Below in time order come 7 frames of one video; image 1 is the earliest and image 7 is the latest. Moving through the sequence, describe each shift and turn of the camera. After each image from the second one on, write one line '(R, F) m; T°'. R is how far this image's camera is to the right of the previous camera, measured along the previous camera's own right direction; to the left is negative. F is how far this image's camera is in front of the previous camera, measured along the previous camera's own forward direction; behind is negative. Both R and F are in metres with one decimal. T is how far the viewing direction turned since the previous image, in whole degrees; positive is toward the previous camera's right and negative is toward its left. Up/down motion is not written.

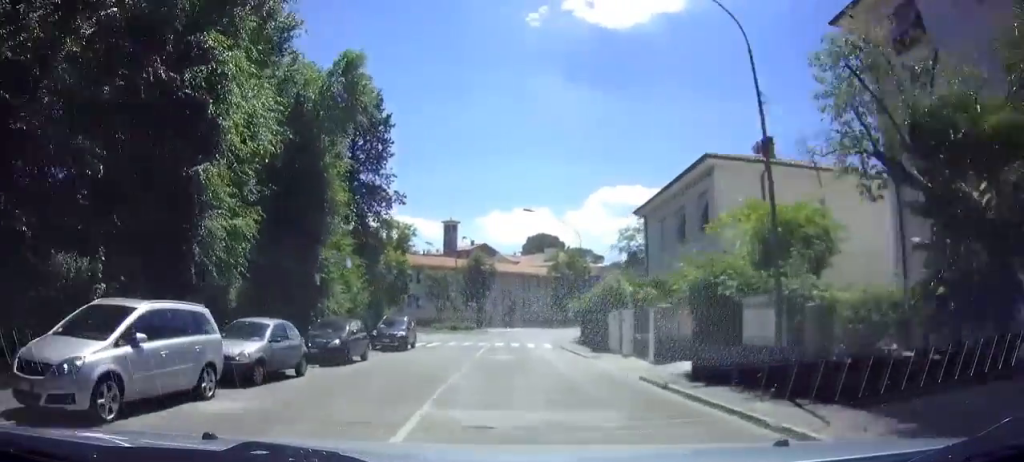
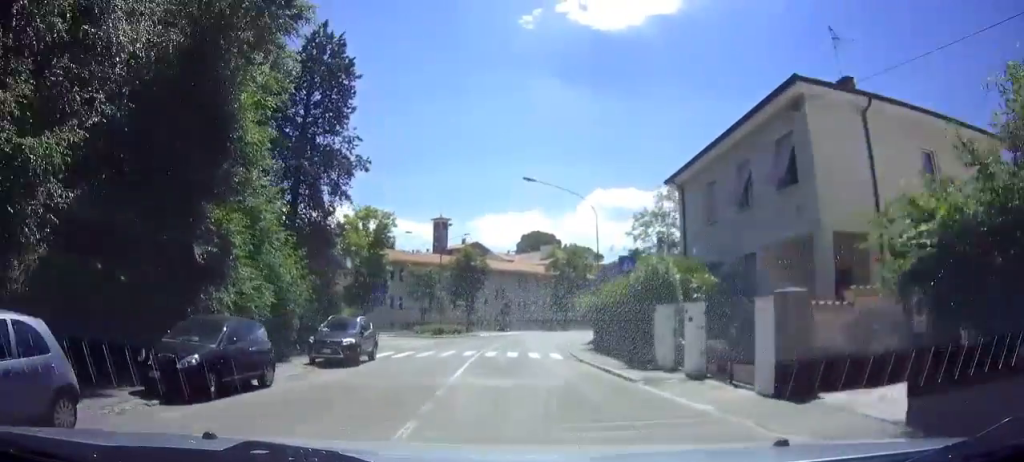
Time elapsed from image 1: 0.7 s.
(0.0, +8.3) m; 0°
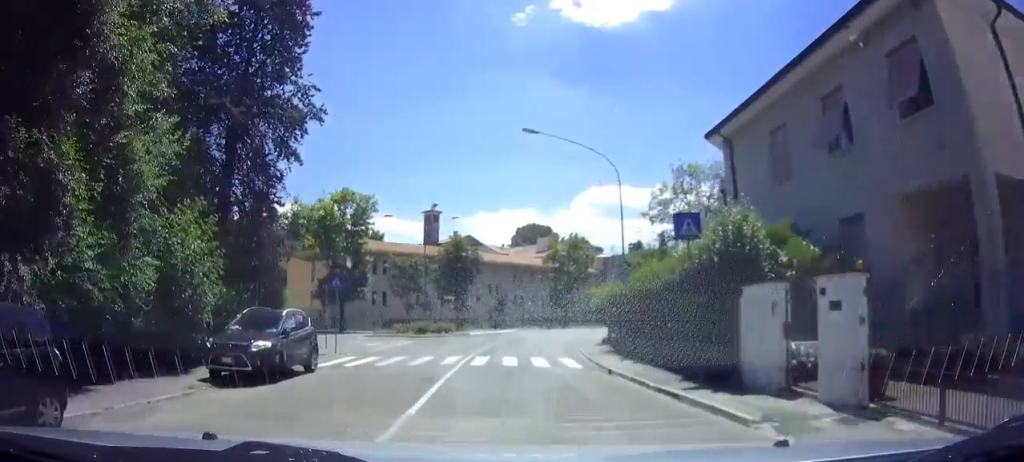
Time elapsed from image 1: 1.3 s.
(0.0, +6.7) m; 0°
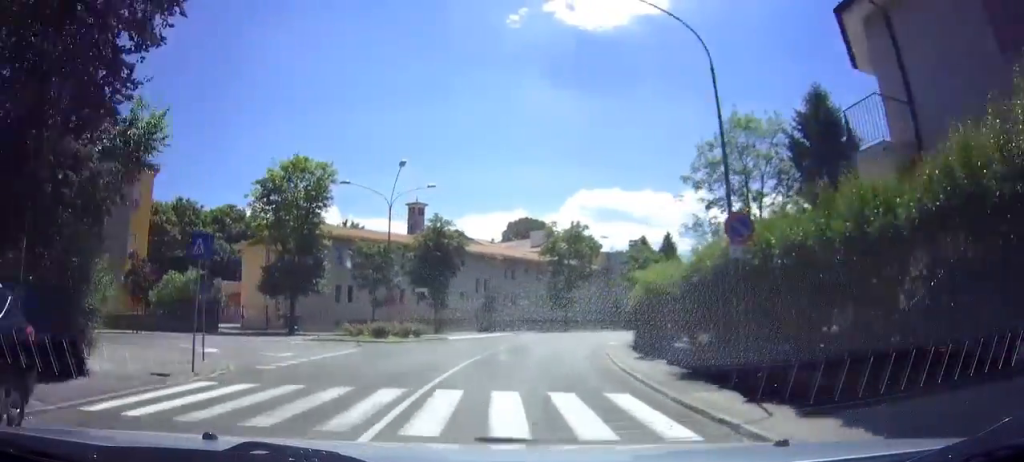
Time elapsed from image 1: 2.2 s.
(0.0, +9.5) m; +1°
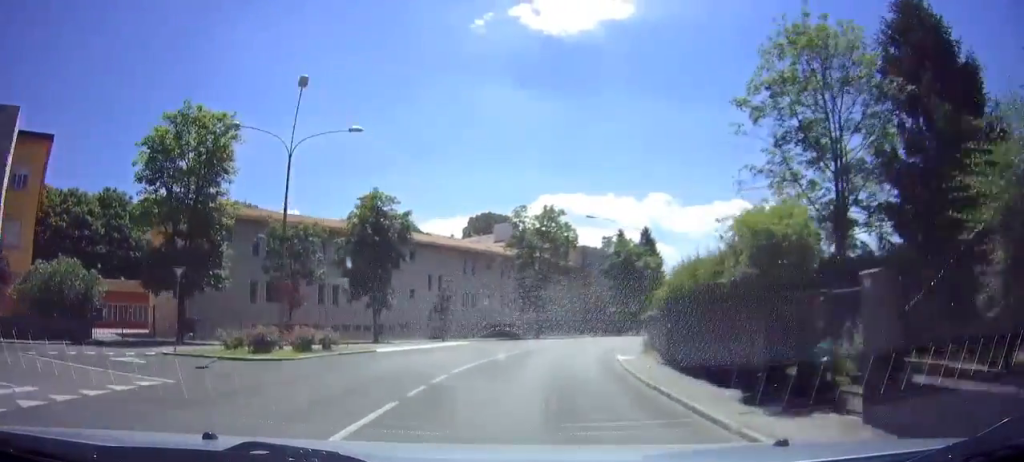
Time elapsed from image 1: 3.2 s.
(+0.1, +10.4) m; +5°
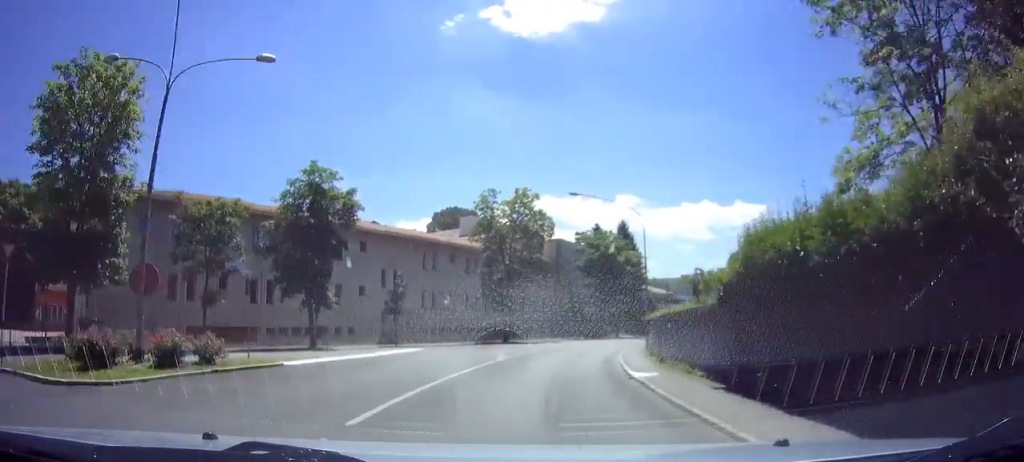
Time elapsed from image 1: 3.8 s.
(+0.4, +6.7) m; +5°
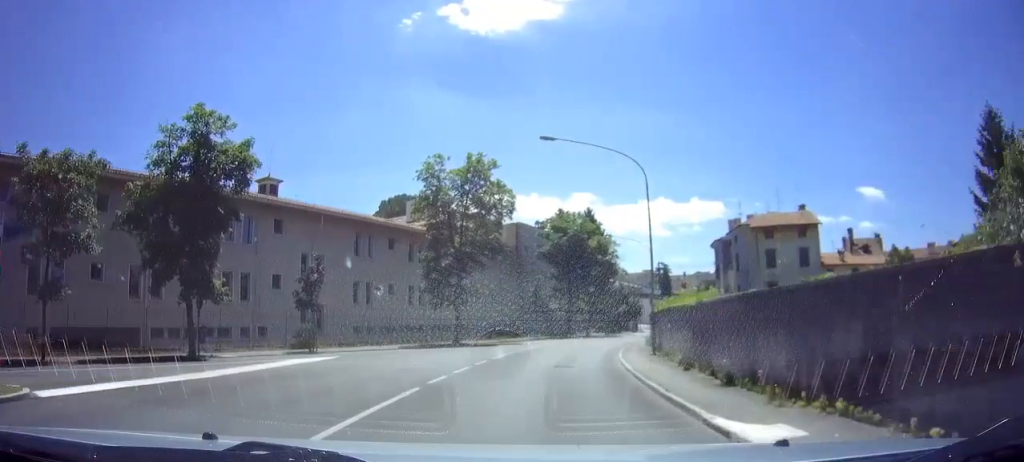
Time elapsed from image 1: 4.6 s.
(+0.5, +8.9) m; +6°
